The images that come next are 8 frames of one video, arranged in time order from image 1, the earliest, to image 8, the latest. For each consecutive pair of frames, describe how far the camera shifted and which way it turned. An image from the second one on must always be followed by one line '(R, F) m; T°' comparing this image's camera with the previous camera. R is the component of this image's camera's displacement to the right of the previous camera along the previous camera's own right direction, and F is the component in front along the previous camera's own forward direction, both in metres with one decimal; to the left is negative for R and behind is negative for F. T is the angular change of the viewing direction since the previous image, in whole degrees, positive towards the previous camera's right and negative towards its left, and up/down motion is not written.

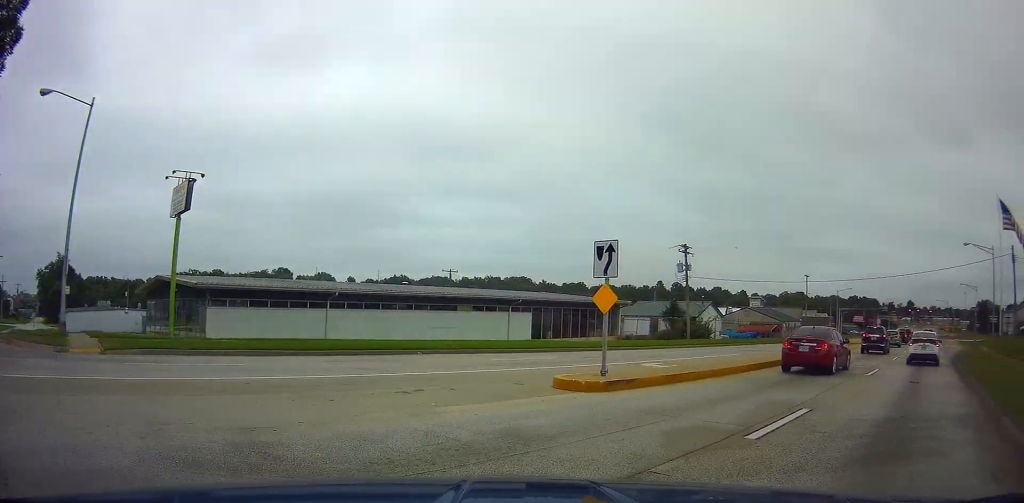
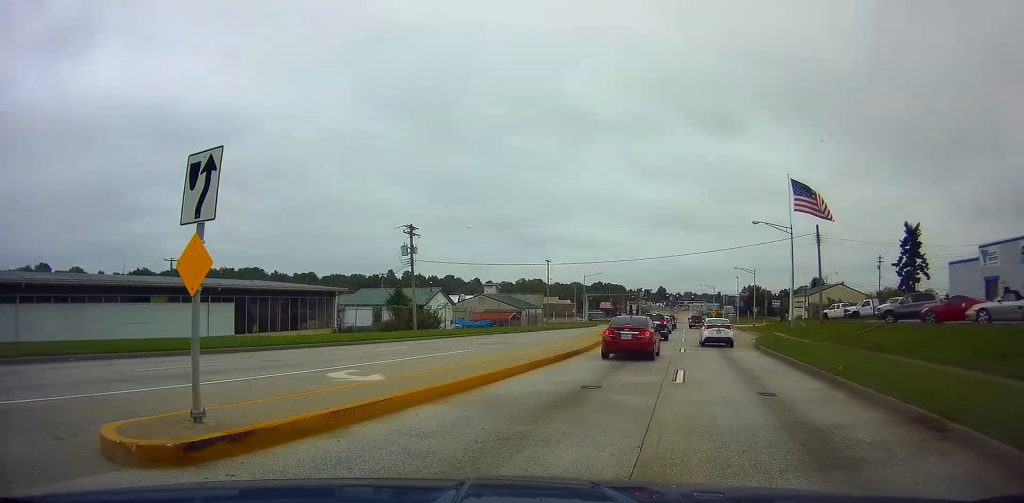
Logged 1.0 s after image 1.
(+1.2, +5.2) m; +14°
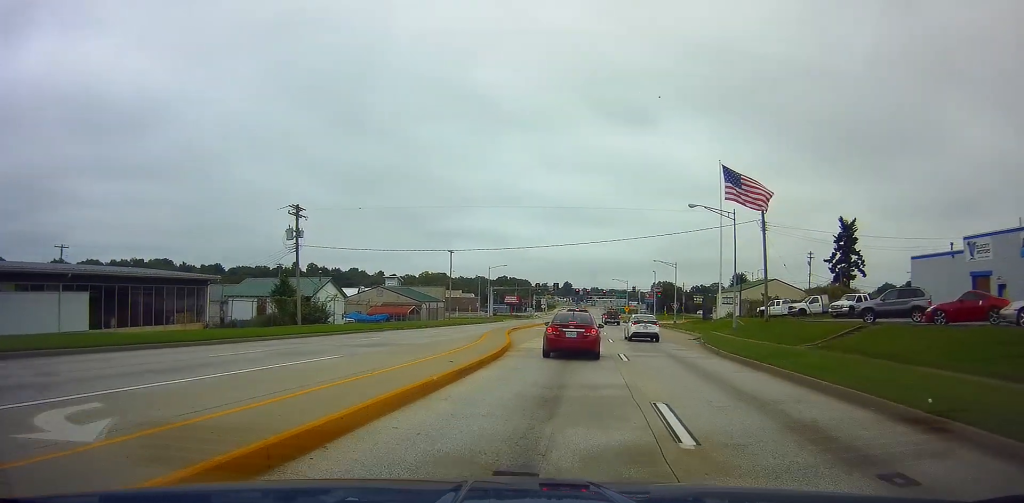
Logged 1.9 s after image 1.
(0.0, +5.3) m; +7°
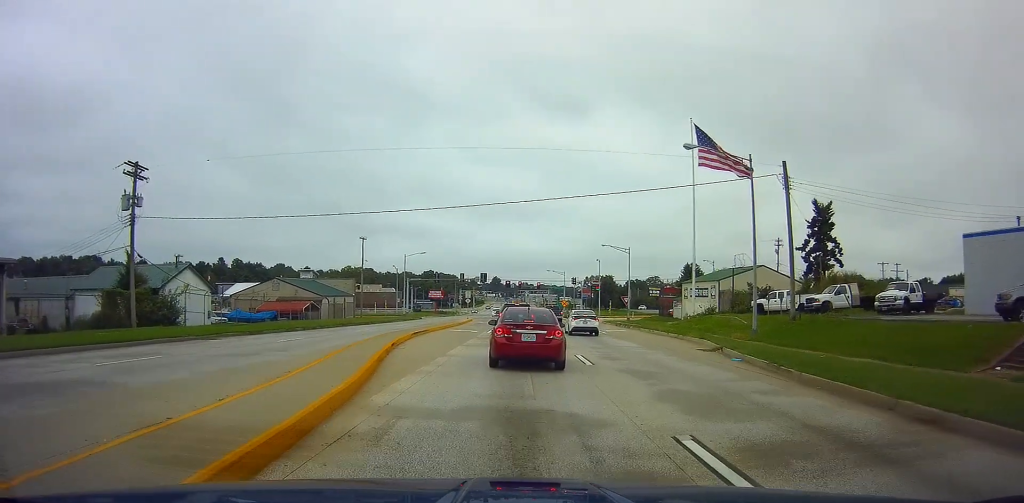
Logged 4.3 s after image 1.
(+2.9, +13.4) m; +9°
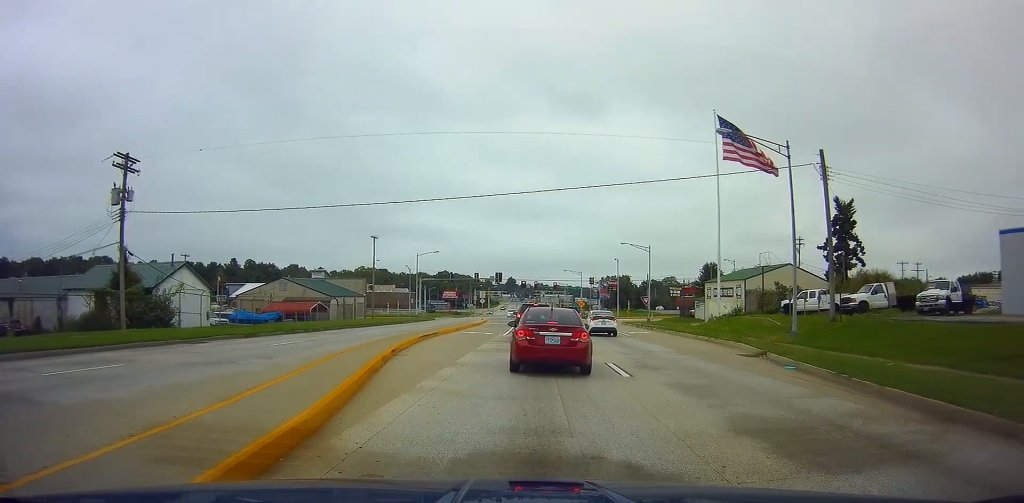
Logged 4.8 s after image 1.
(0.0, +2.9) m; -5°
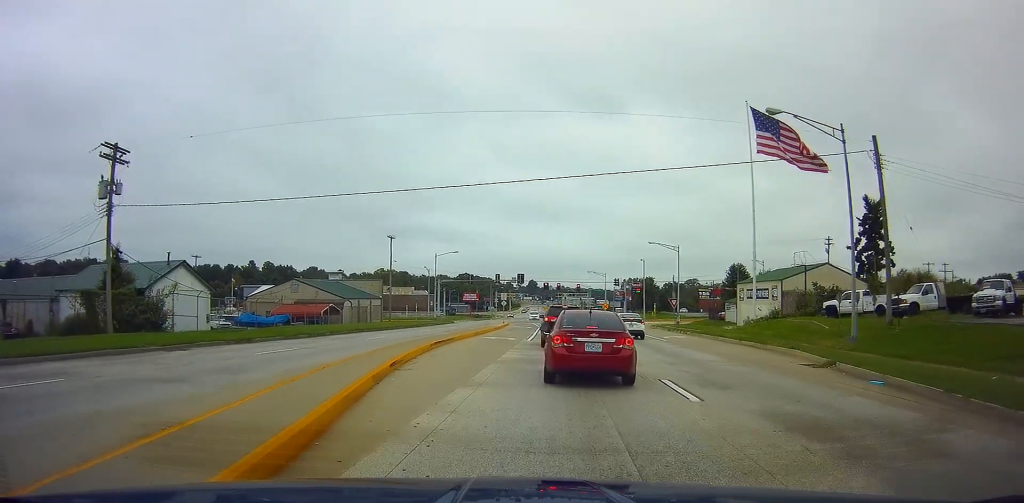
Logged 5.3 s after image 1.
(-0.3, +3.8) m; -1°
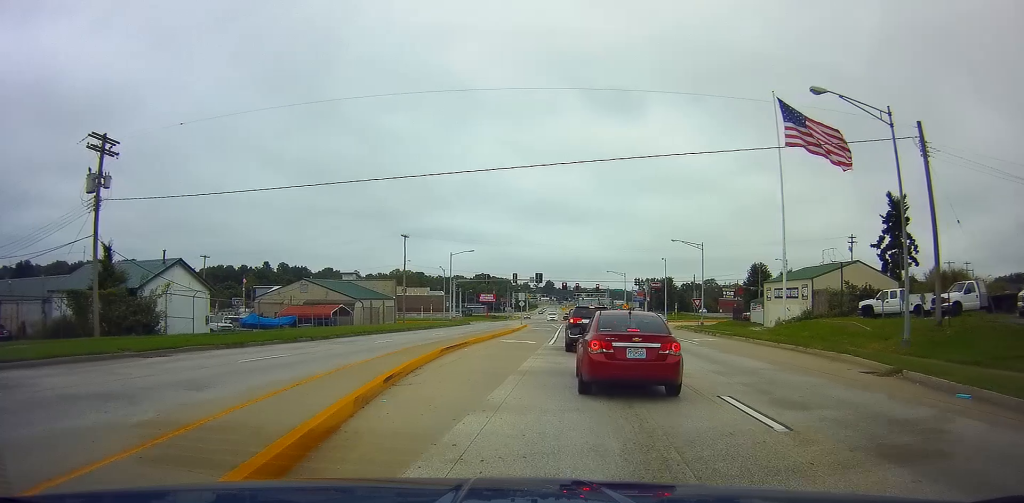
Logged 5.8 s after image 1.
(-0.2, +2.9) m; 0°
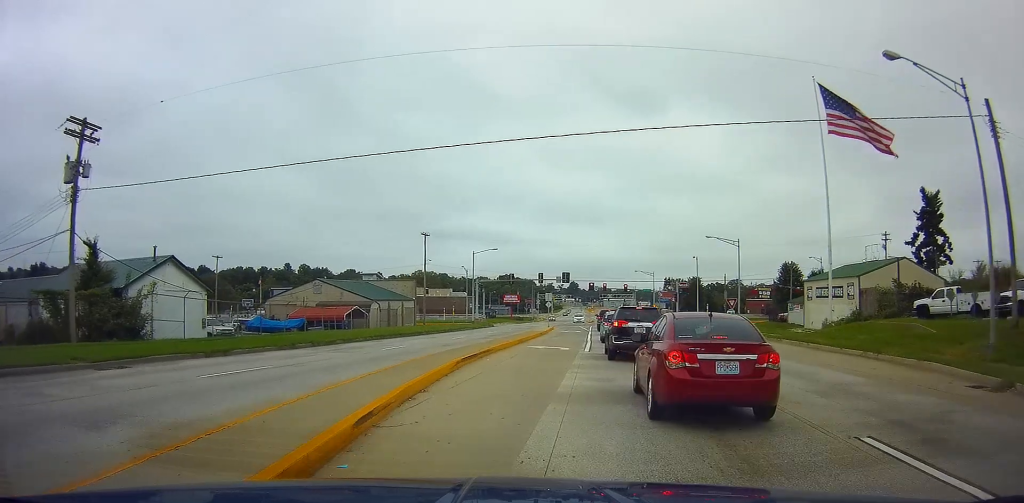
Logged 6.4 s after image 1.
(+0.3, +4.1) m; 0°
